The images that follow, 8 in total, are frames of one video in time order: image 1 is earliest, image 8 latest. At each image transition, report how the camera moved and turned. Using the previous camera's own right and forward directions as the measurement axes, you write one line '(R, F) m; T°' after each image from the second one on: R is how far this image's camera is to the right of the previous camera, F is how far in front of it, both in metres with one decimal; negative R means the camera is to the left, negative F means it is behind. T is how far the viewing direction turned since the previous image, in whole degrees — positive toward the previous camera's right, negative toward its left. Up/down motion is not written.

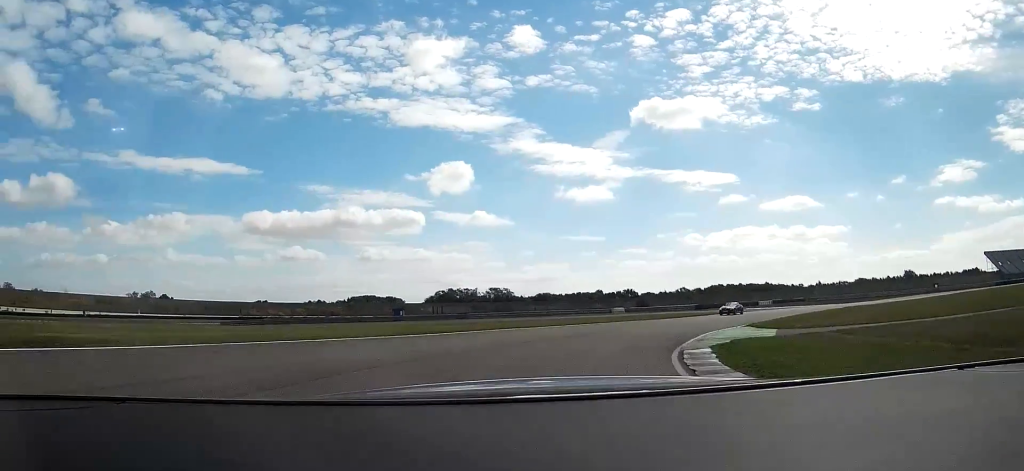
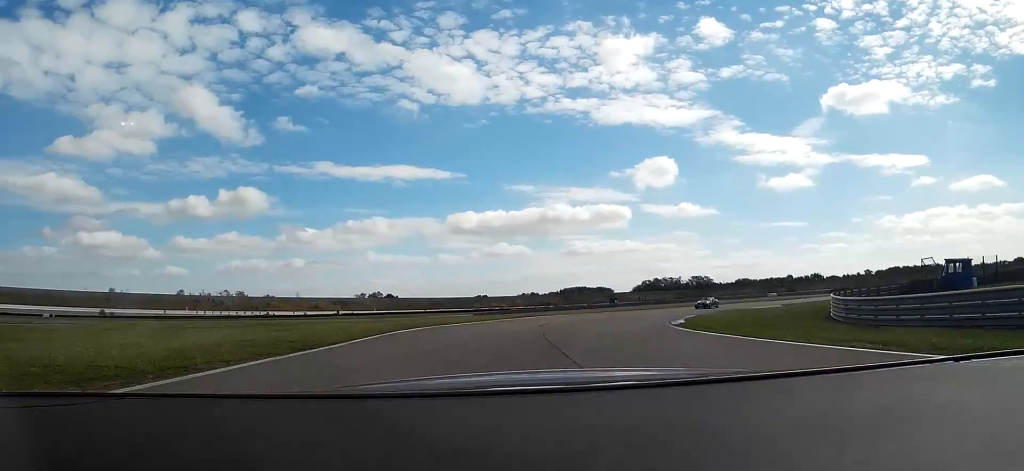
(-6.7, +39.4) m; -19°
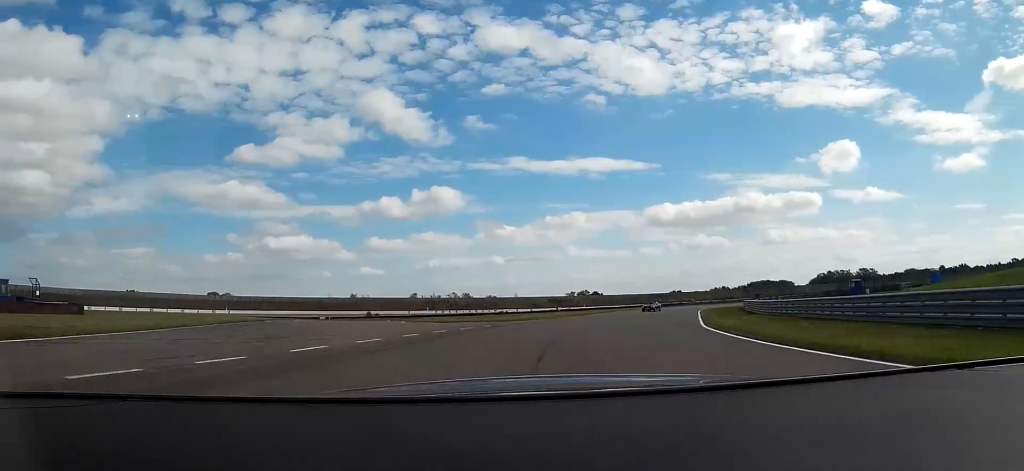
(-10.5, +58.8) m; -17°
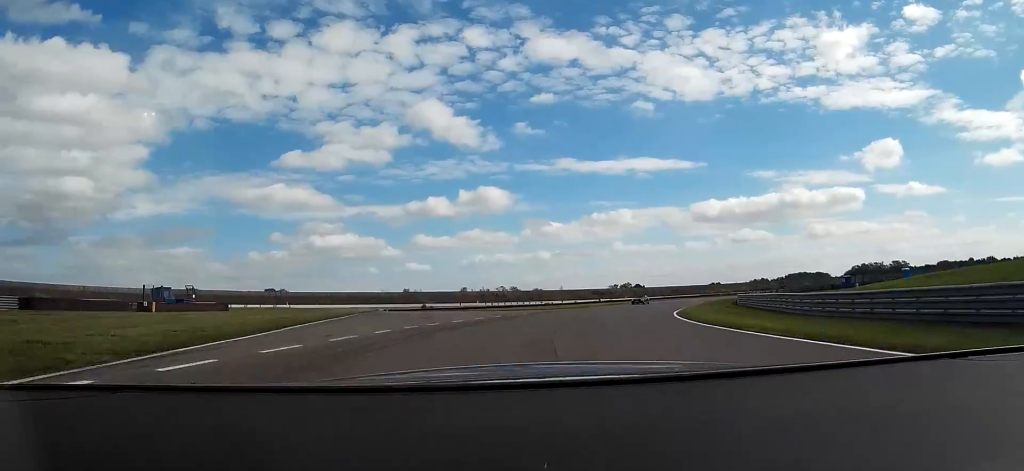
(-0.5, +17.8) m; -4°
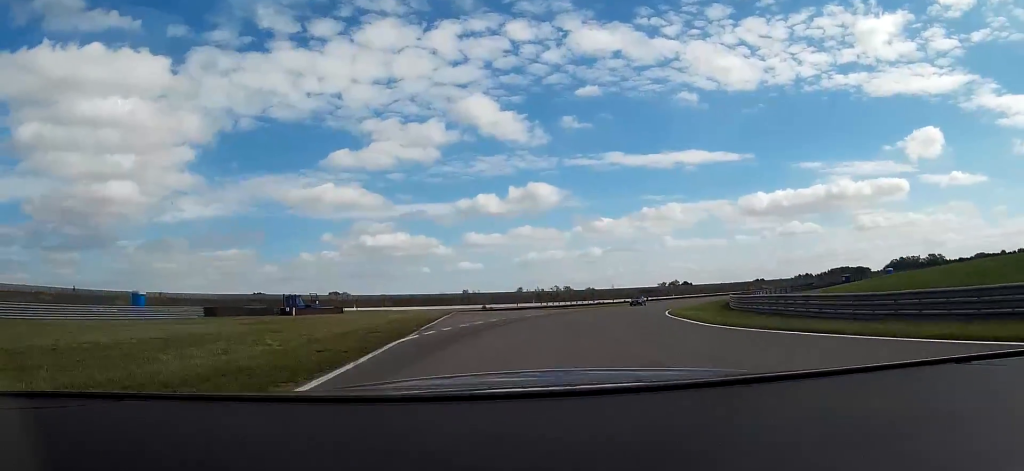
(-1.0, +20.1) m; -5°
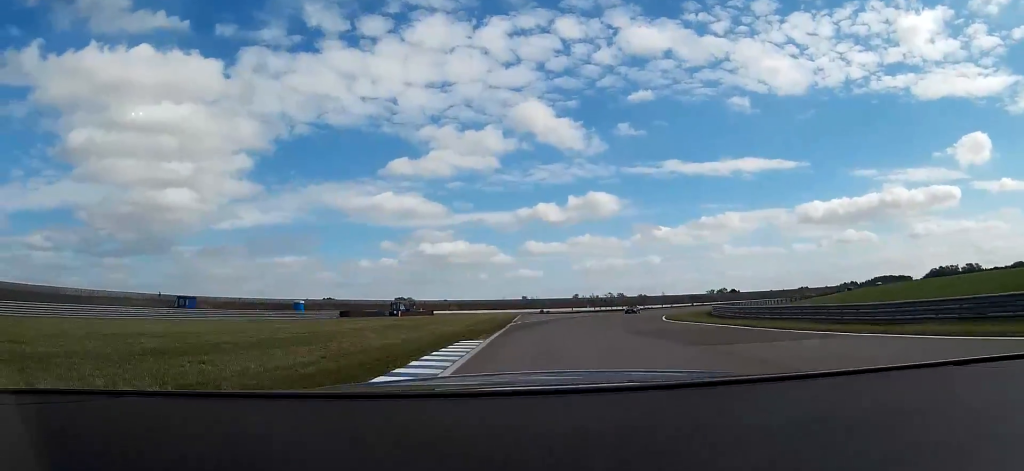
(-1.2, +23.9) m; -3°
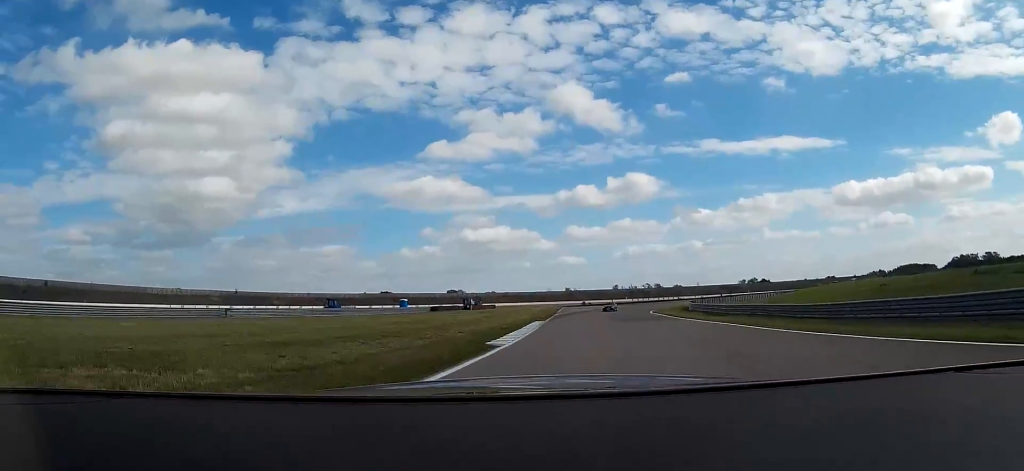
(-1.0, +31.6) m; -3°
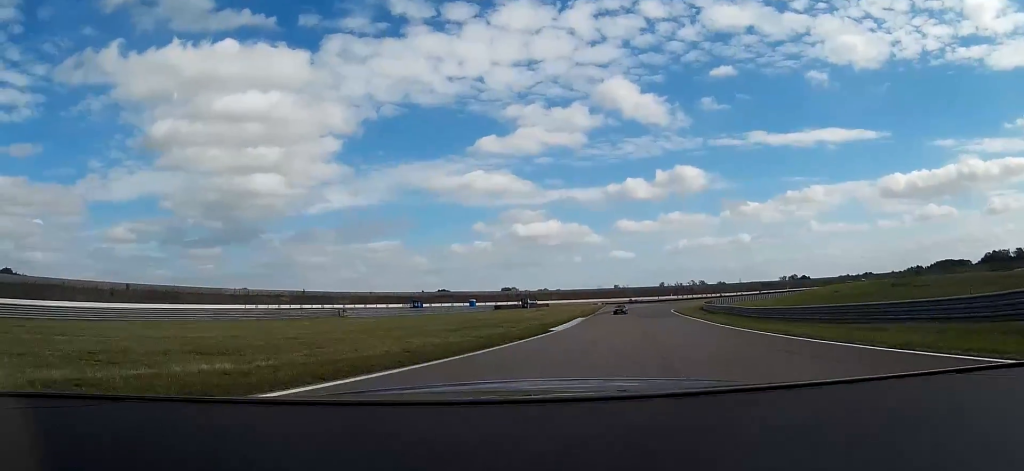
(-0.3, +22.3) m; -4°
